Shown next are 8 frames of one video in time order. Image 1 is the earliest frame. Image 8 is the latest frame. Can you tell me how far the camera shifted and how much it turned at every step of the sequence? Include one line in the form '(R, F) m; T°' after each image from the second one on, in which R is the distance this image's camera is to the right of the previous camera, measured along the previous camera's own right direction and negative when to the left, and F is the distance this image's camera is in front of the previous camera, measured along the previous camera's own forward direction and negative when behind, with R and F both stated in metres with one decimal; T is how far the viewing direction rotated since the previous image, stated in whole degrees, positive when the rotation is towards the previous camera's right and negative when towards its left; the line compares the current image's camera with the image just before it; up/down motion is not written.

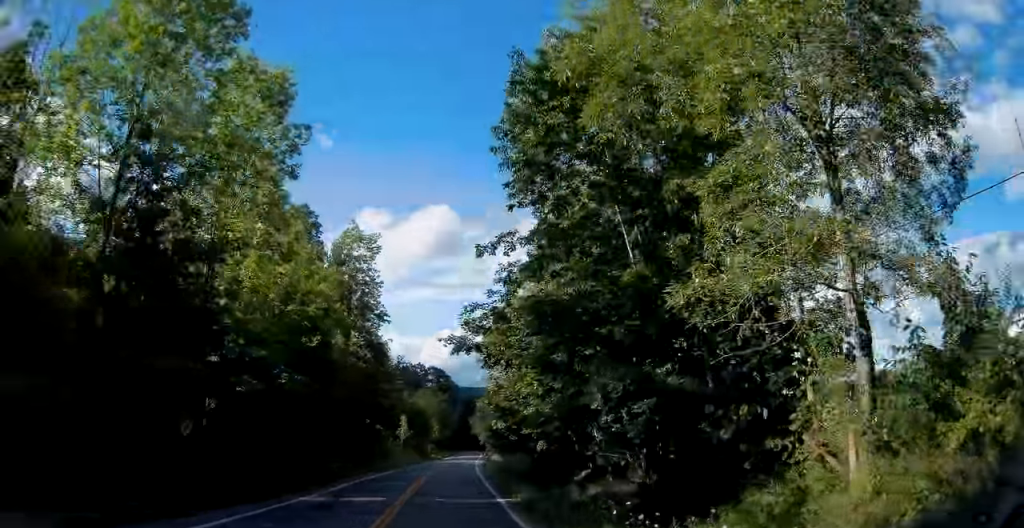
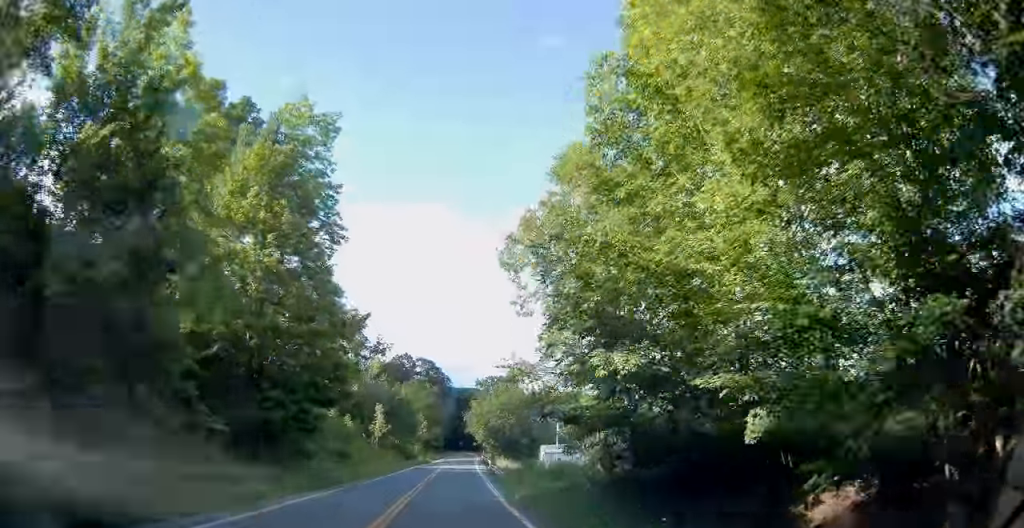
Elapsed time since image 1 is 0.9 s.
(+0.6, +20.6) m; +1°
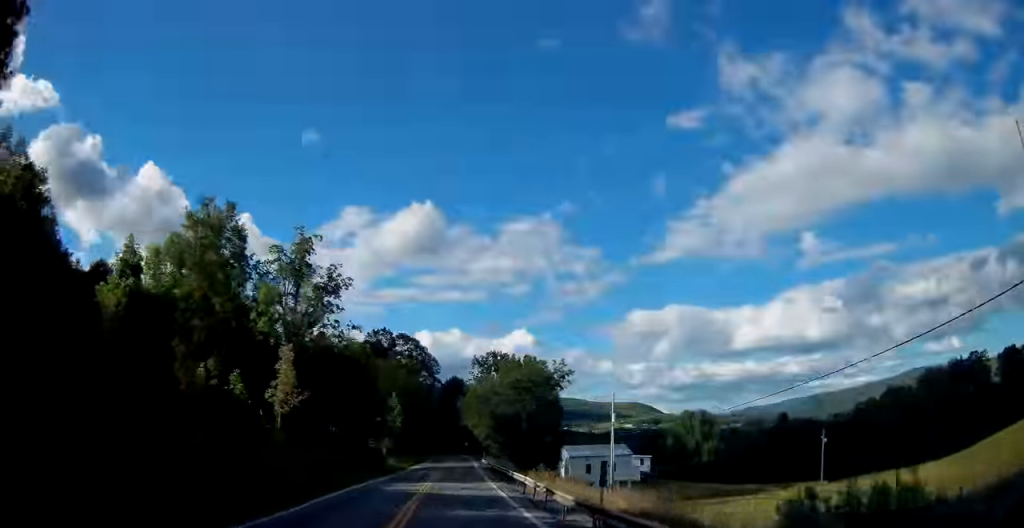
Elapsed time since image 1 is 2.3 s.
(+0.1, +33.7) m; +1°
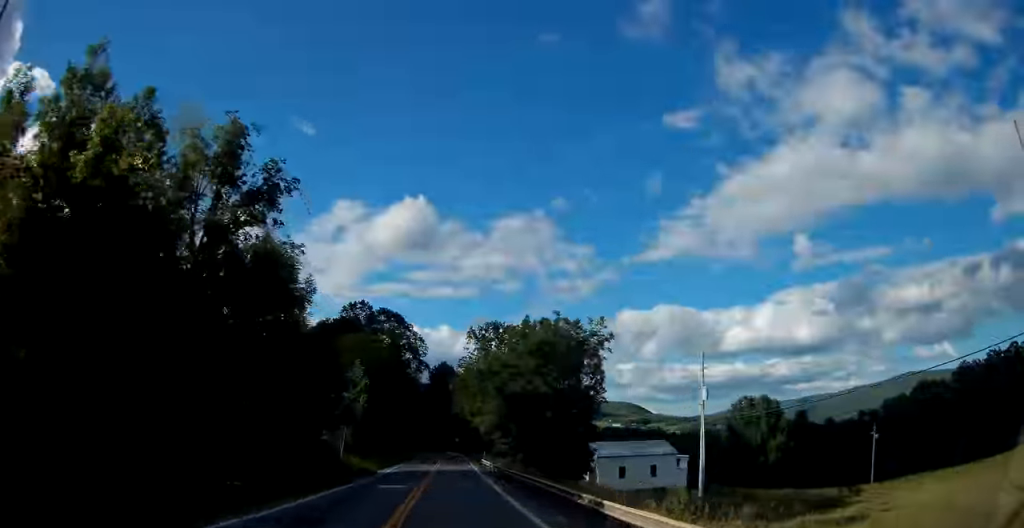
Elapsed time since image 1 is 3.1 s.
(+0.1, +20.8) m; +1°
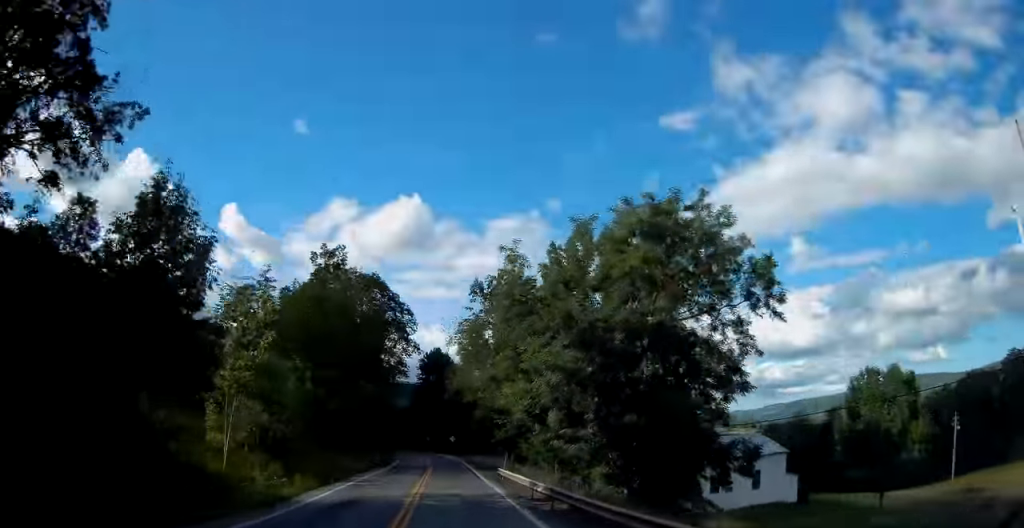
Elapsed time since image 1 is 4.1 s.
(+0.5, +23.1) m; +1°
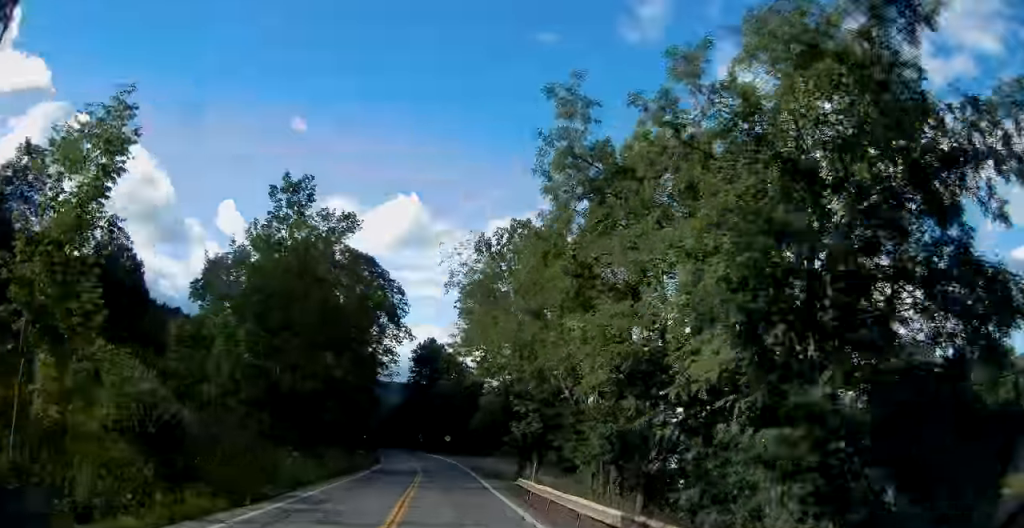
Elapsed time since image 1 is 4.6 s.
(-0.1, +11.9) m; 0°
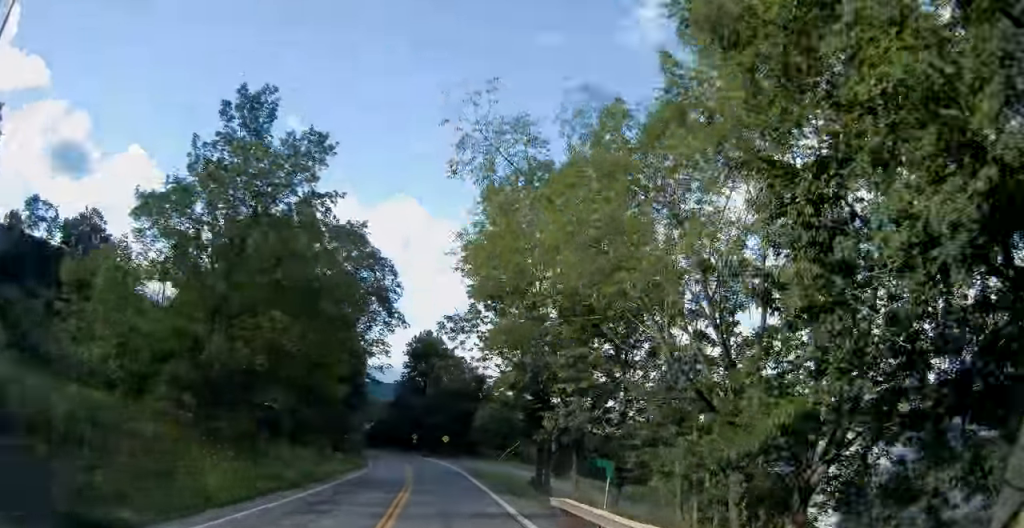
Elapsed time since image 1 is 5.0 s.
(-0.1, +9.5) m; 0°
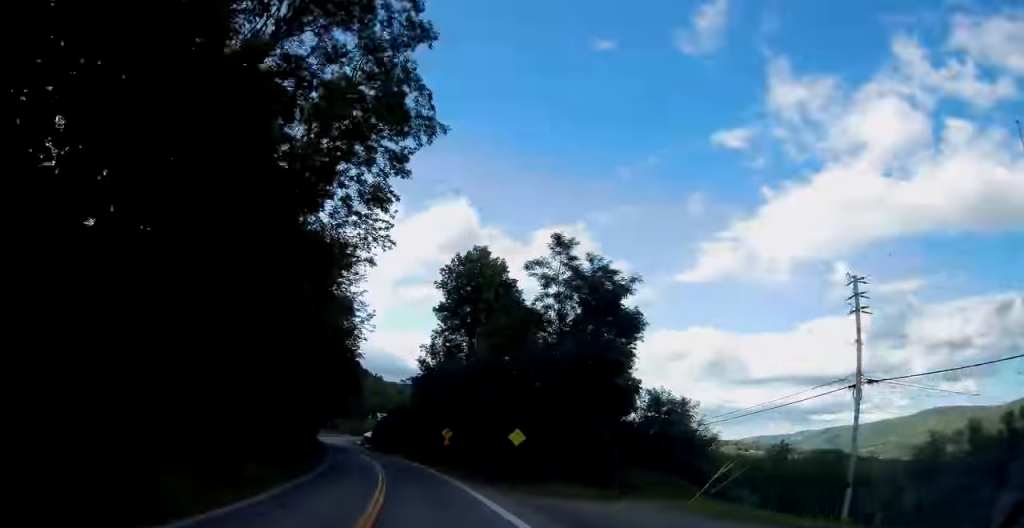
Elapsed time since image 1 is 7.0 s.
(-0.1, +46.5) m; -3°
